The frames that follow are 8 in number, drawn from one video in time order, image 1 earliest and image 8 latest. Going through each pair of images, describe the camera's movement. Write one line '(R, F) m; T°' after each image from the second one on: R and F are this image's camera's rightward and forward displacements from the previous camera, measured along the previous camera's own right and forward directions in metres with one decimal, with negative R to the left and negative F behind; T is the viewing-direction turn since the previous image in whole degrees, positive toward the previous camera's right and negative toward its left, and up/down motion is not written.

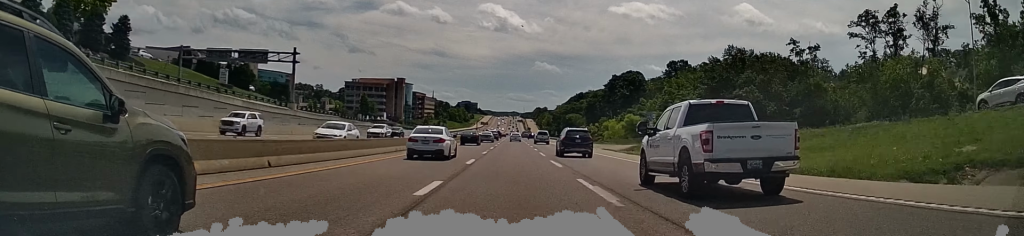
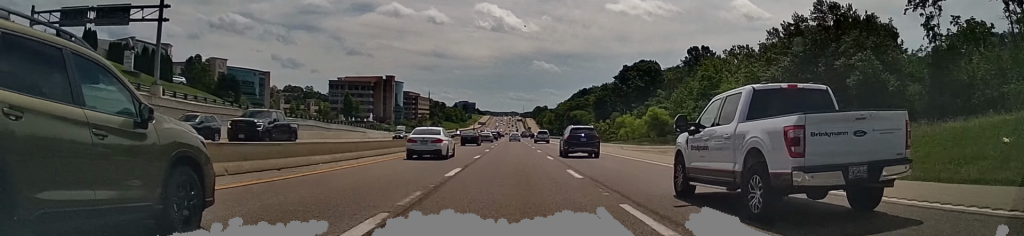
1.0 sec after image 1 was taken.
(-0.3, +31.0) m; -1°
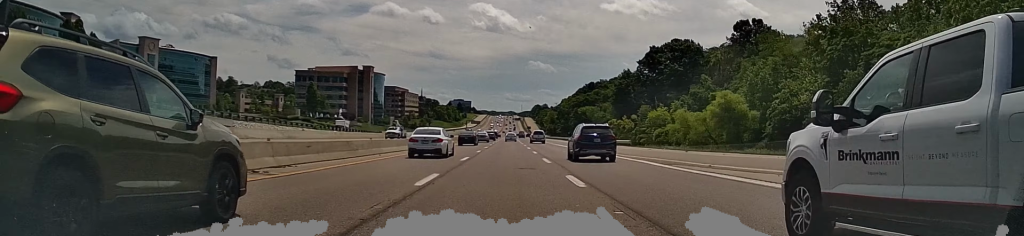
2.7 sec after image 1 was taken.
(-0.6, +51.9) m; -1°
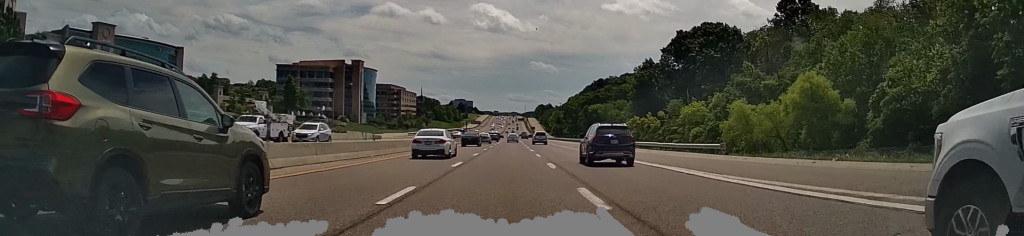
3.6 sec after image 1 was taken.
(-0.1, +28.1) m; 0°
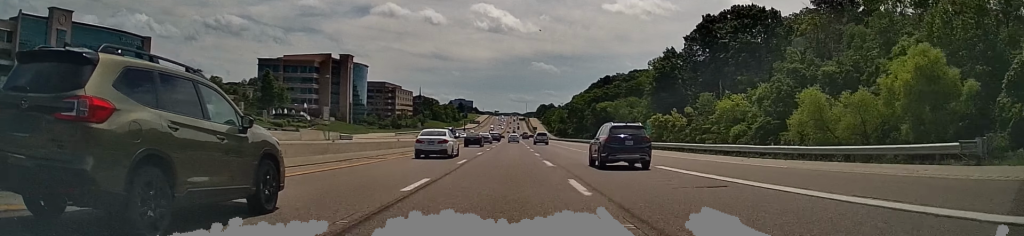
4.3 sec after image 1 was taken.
(+0.1, +21.8) m; +1°
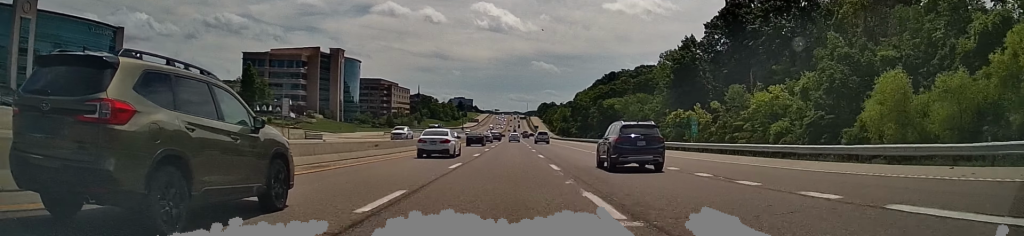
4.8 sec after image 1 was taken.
(+0.1, +15.6) m; 0°
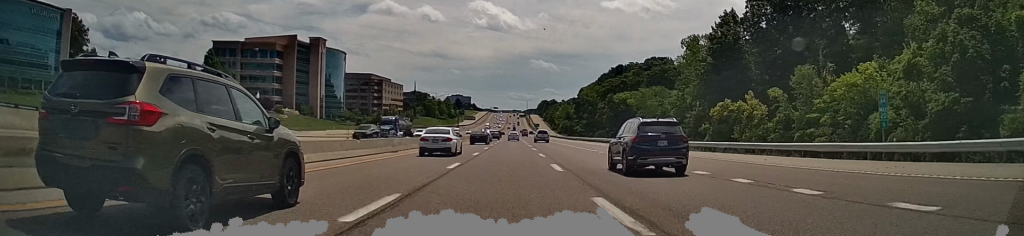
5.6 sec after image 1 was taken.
(+0.1, +25.1) m; 0°
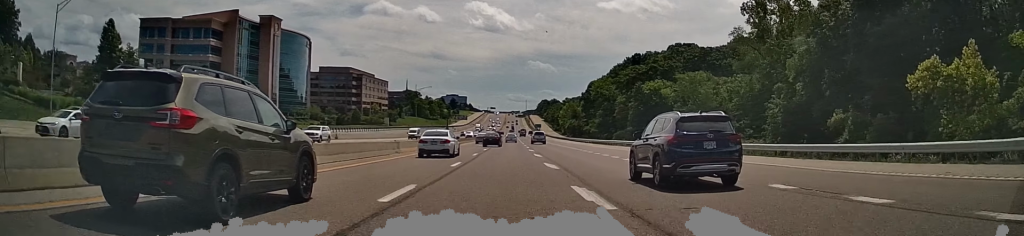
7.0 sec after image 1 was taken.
(-0.8, +46.4) m; -1°
